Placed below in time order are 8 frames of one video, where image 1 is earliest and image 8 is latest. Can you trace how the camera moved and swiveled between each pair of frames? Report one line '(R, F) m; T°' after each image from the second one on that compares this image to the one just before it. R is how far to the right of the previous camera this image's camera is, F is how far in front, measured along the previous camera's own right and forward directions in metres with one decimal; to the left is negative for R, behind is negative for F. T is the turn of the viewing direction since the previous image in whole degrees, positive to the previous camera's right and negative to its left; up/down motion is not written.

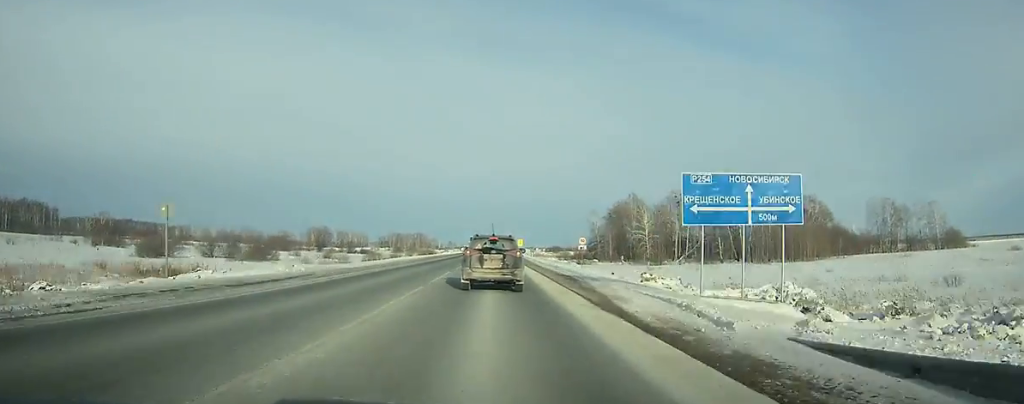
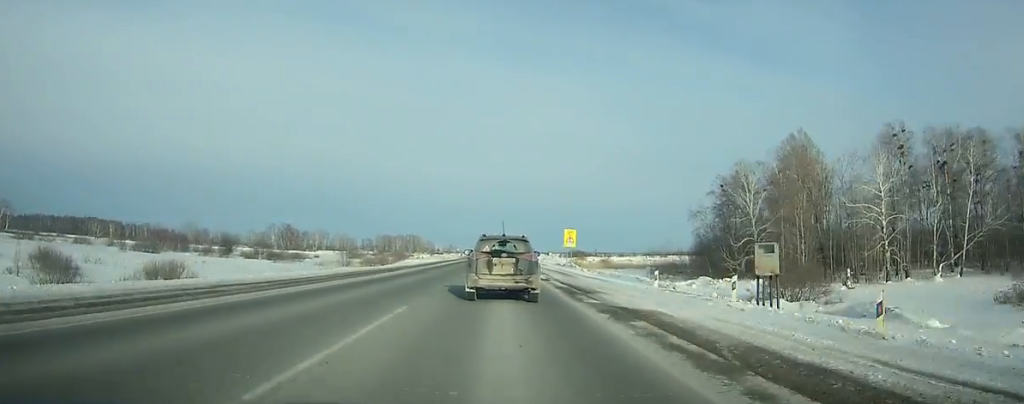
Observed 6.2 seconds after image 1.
(-0.8, +103.3) m; 0°
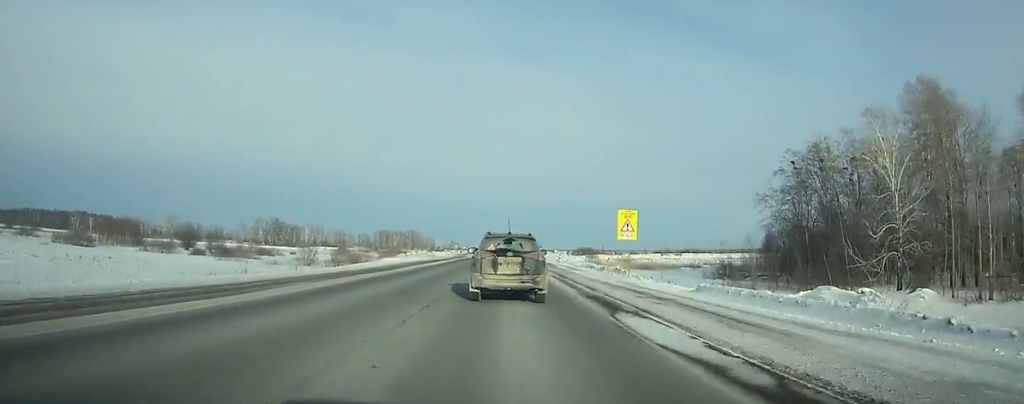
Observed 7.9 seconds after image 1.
(+0.1, +26.5) m; 0°
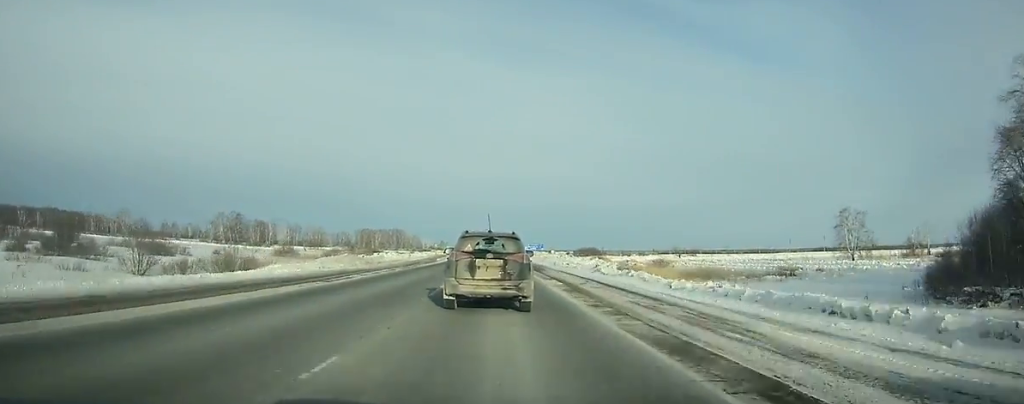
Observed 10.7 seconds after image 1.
(+0.1, +43.2) m; 0°
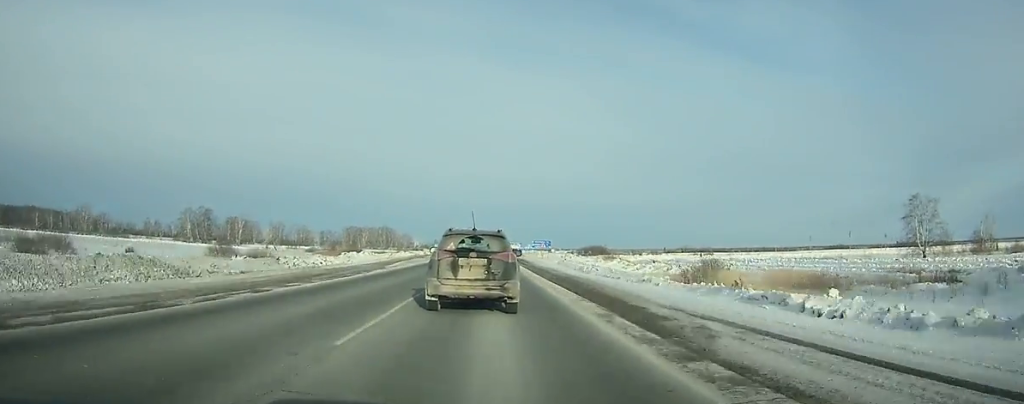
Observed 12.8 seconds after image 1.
(0.0, +32.1) m; 0°
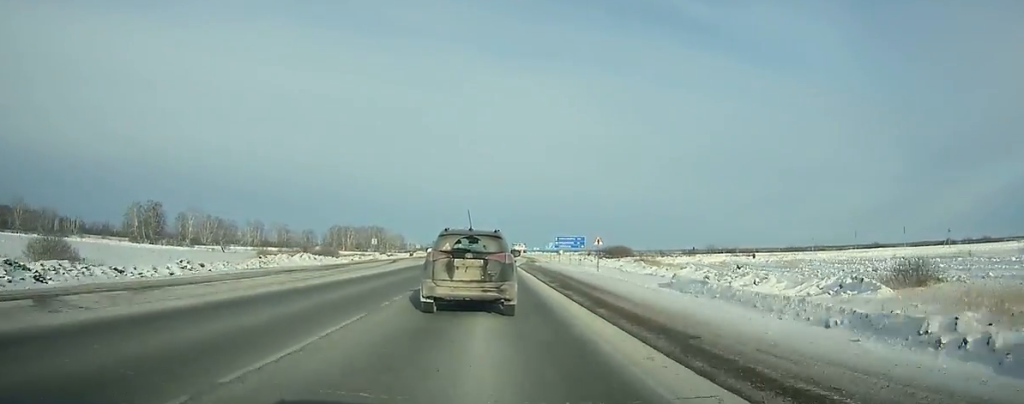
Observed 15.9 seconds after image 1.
(+0.1, +47.0) m; 0°
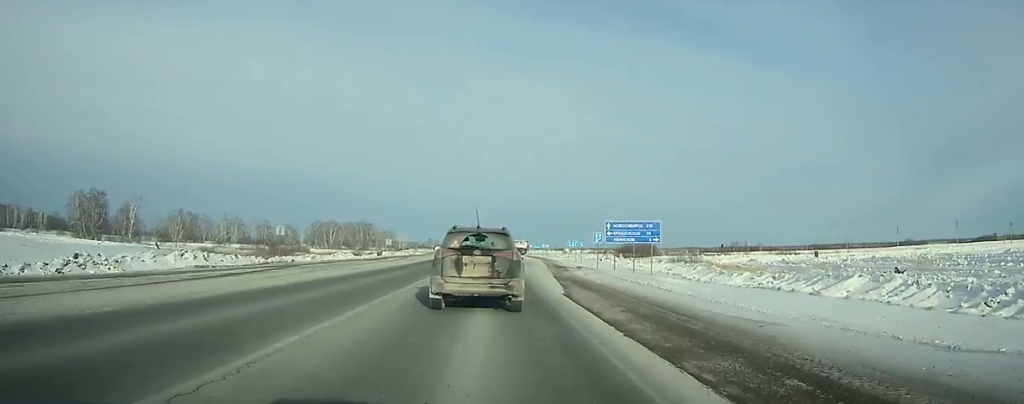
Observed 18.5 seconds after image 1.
(0.0, +39.3) m; 0°
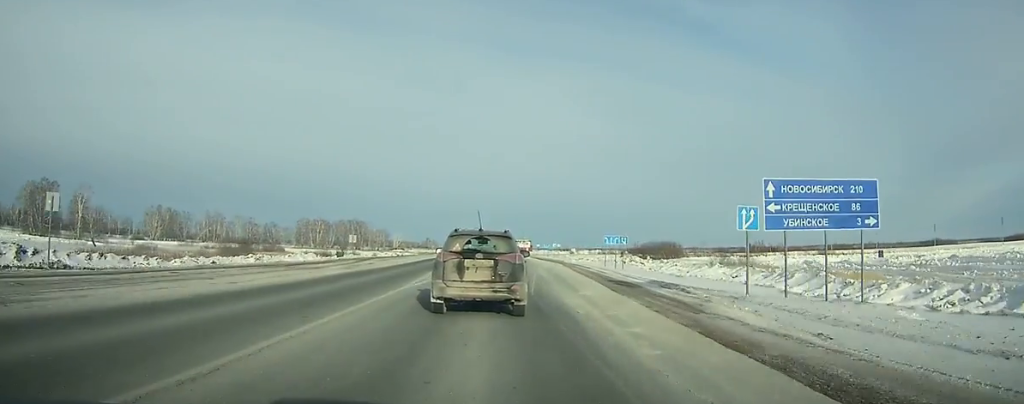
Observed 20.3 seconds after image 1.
(+0.1, +27.1) m; 0°
